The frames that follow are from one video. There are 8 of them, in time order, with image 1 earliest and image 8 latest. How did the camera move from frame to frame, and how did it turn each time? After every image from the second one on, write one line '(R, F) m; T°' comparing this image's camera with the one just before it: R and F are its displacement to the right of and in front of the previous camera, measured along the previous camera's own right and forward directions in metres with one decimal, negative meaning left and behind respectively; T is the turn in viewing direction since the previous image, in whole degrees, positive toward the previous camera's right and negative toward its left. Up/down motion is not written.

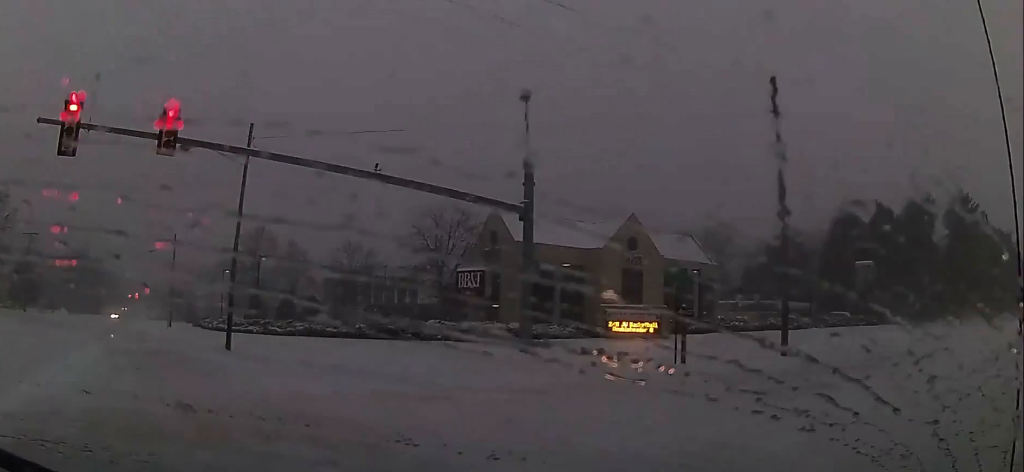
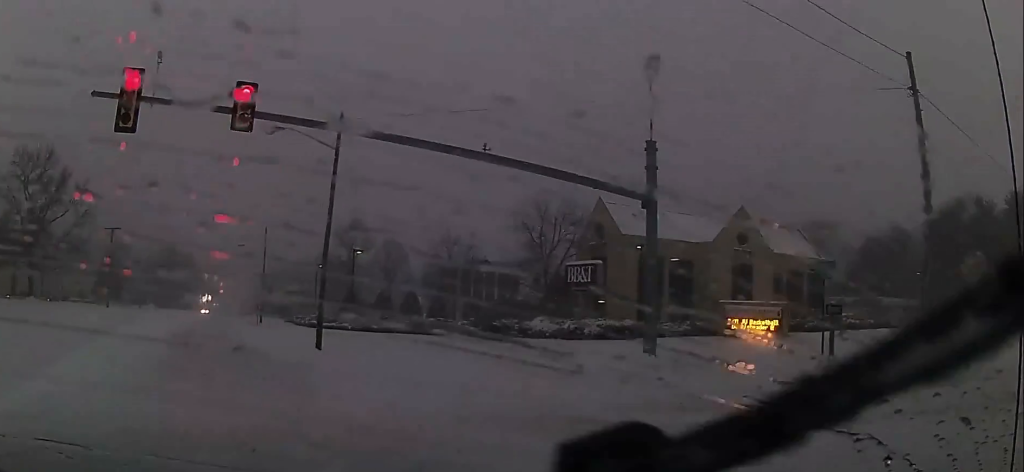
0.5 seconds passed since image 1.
(0.0, +2.6) m; -5°
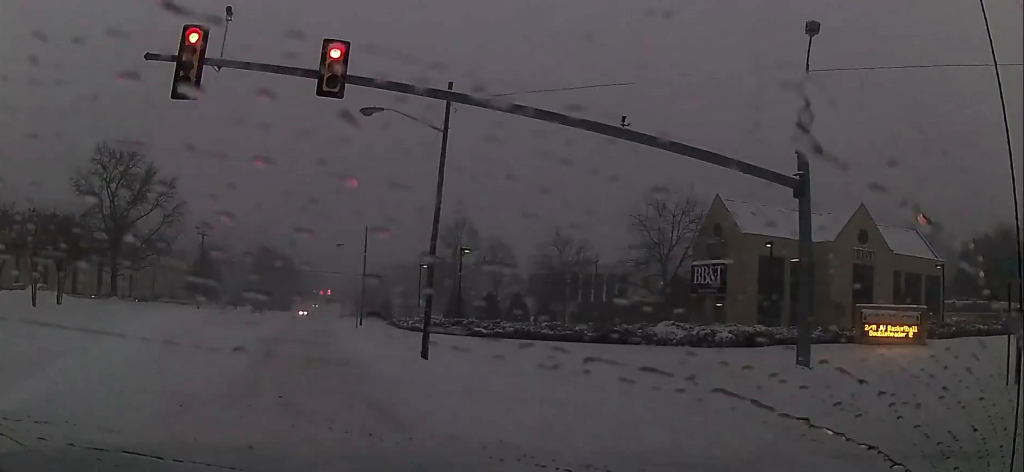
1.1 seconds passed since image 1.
(-0.2, +3.4) m; -7°
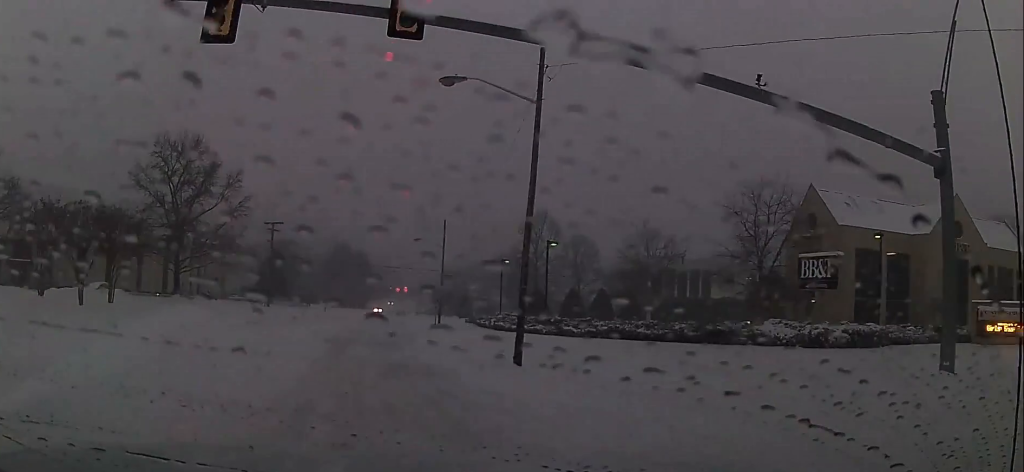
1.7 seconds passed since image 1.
(0.0, +3.3) m; -7°
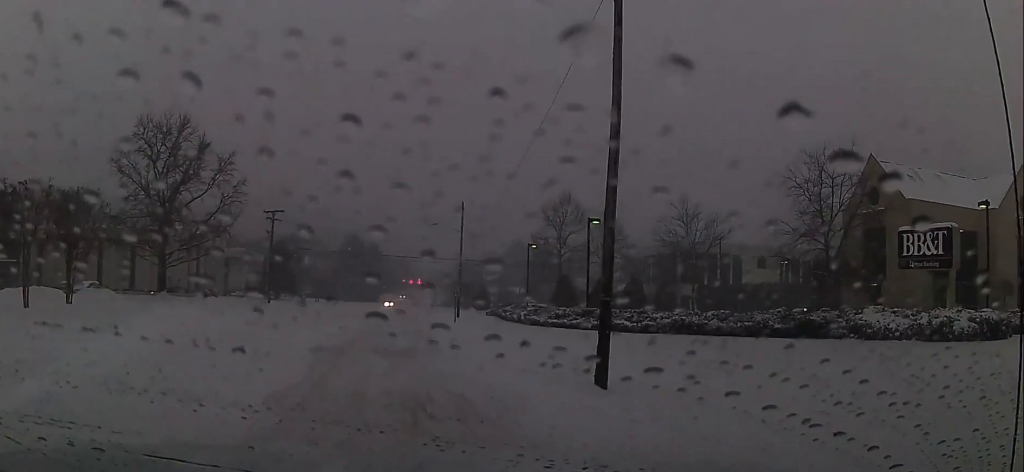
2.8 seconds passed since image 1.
(-0.9, +7.4) m; -7°
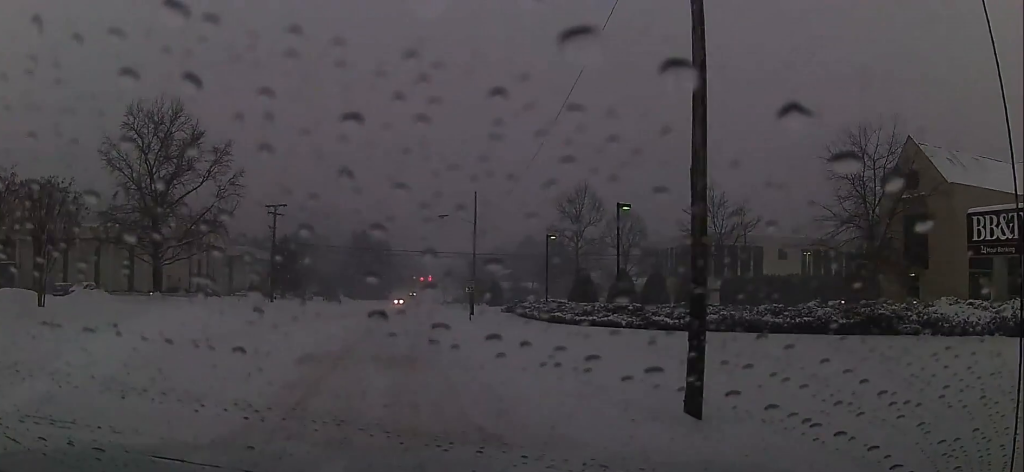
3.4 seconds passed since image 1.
(0.0, +3.9) m; 0°
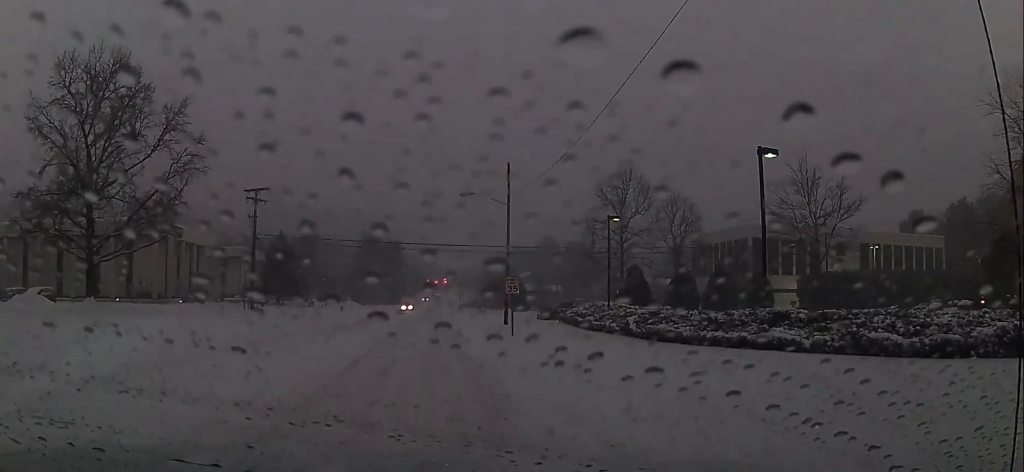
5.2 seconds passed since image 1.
(+0.8, +13.9) m; +4°
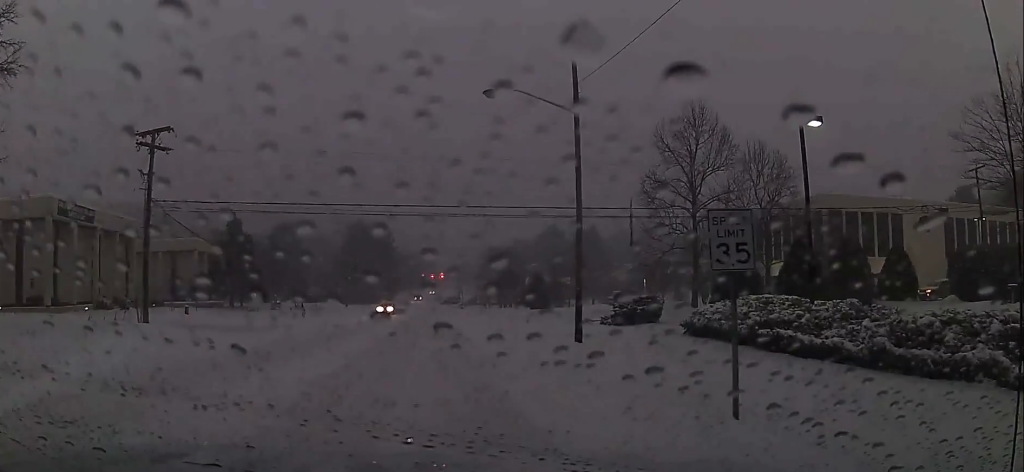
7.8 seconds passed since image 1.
(-0.9, +22.1) m; -1°
